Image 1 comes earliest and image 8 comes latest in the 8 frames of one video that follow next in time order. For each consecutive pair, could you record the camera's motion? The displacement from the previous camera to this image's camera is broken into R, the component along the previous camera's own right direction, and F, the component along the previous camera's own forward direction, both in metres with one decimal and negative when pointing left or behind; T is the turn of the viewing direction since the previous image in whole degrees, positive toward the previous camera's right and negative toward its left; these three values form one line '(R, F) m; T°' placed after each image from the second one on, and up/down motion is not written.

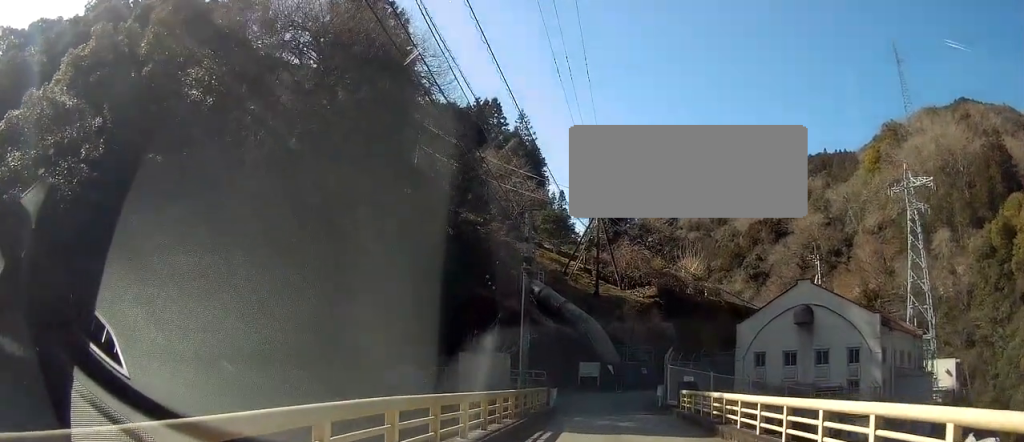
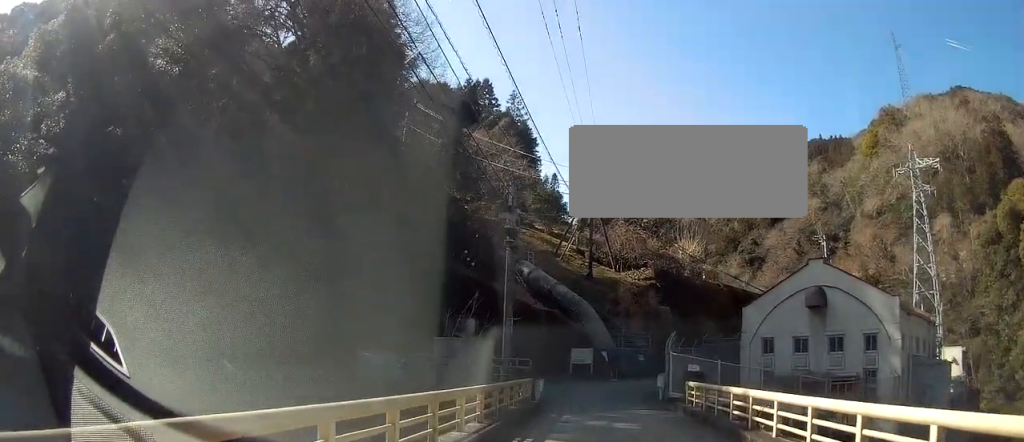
(0.0, +2.9) m; -4°
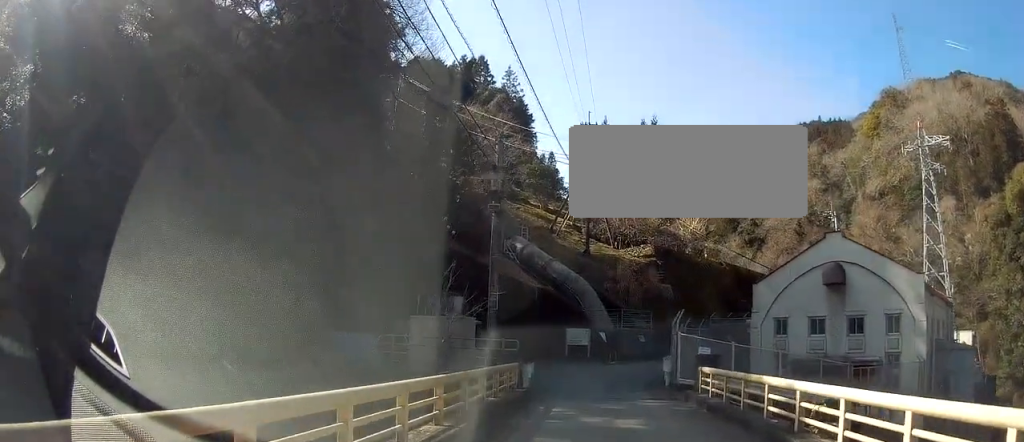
(+0.1, +2.5) m; -3°
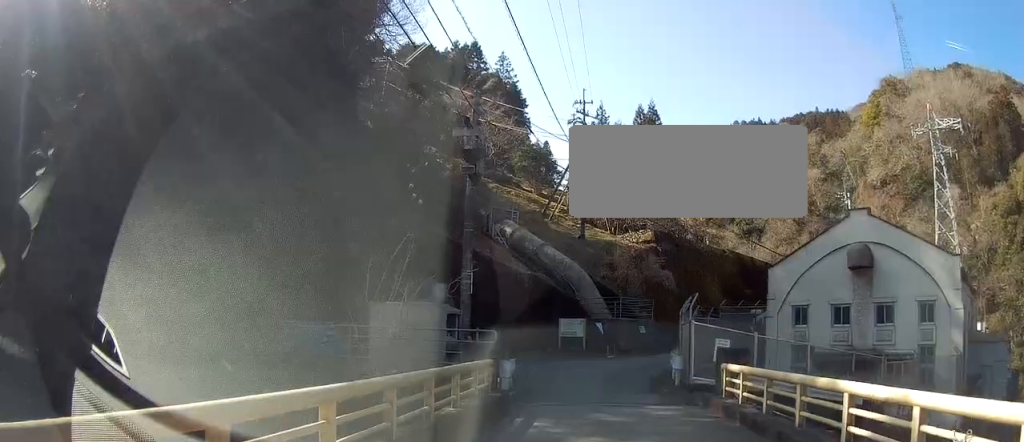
(-0.3, +3.0) m; -1°
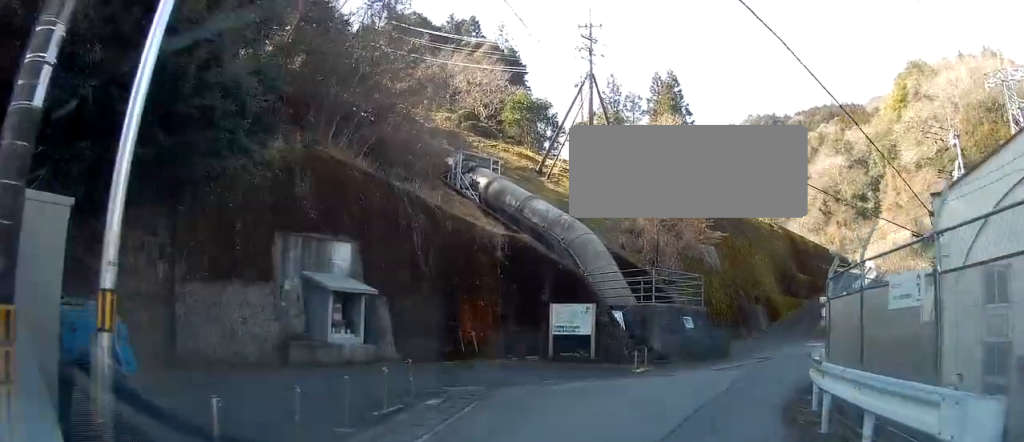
(+0.6, +13.1) m; +9°
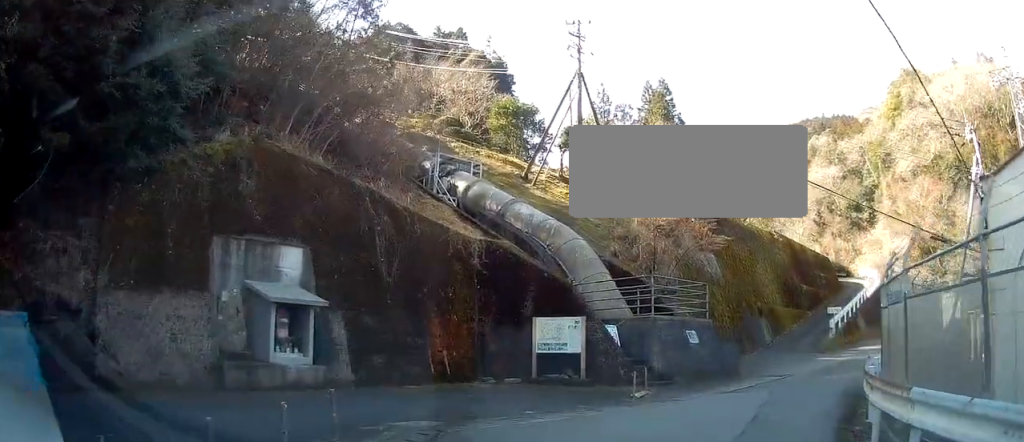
(+0.1, +2.5) m; +4°
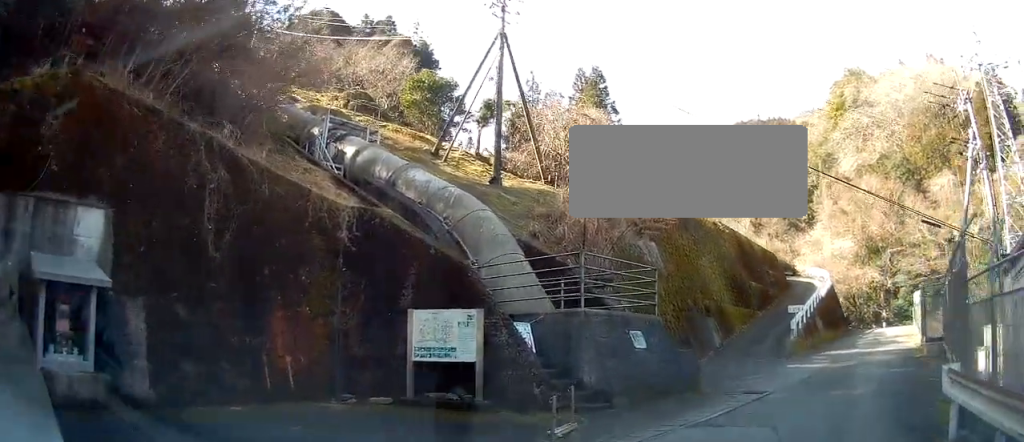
(+0.5, +5.0) m; +9°
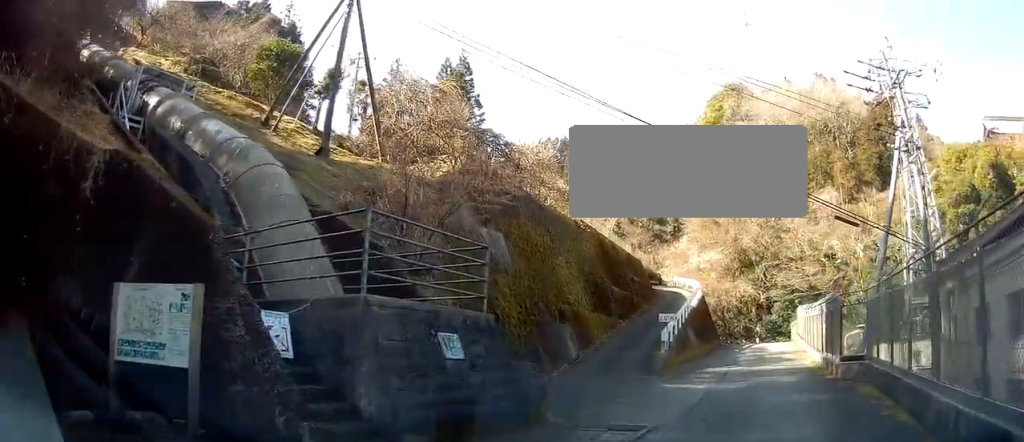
(+0.3, +4.3) m; +7°
